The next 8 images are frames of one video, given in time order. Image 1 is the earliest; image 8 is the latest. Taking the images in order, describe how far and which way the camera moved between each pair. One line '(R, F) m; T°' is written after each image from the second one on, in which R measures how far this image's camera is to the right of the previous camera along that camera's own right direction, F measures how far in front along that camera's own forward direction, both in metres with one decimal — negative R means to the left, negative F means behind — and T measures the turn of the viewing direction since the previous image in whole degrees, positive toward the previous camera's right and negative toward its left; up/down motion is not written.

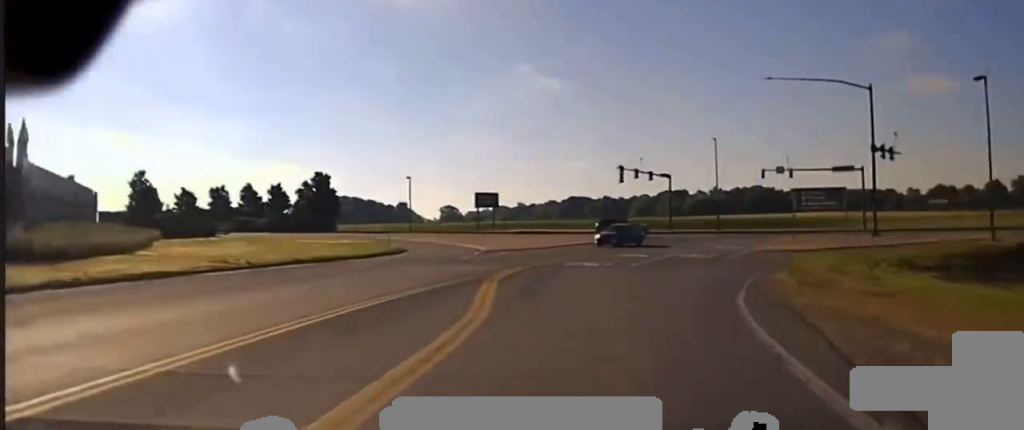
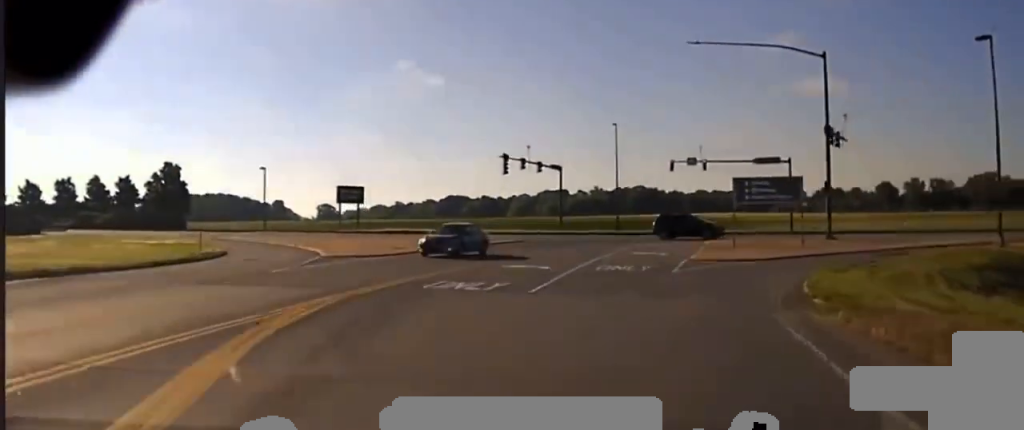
(+1.0, +15.5) m; +7°
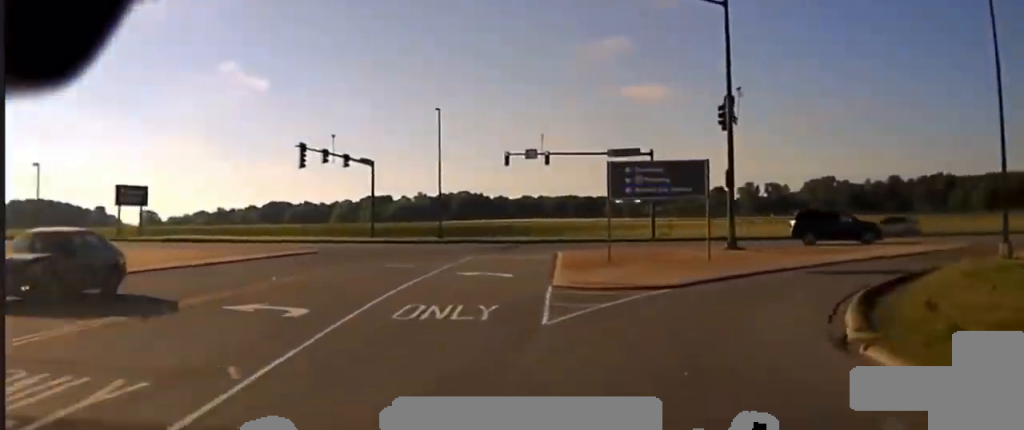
(+1.1, +15.4) m; +11°
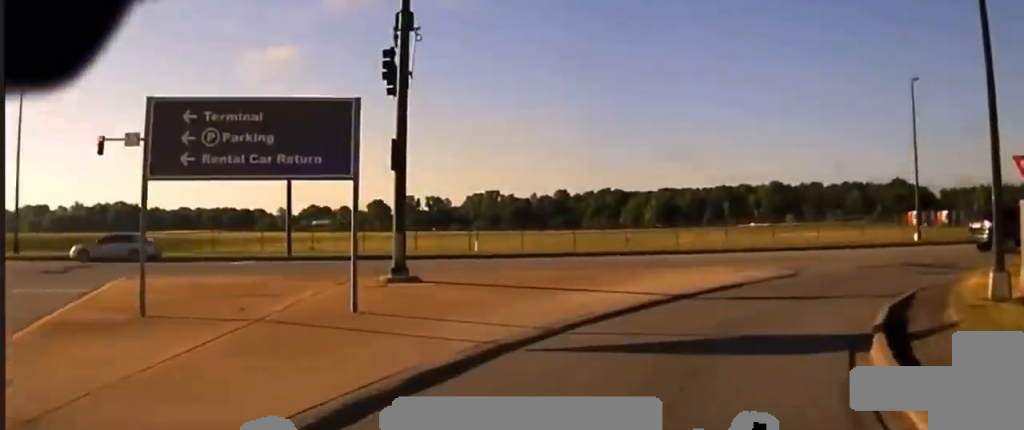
(+2.7, +15.3) m; +22°
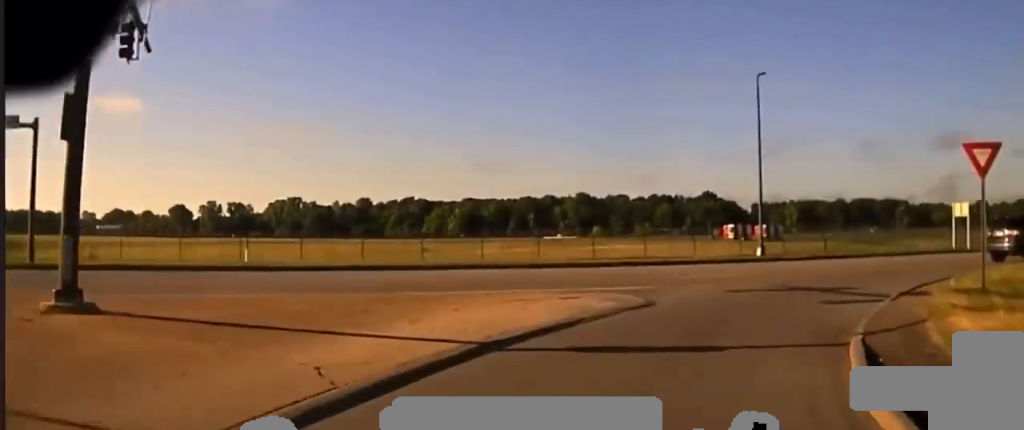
(+0.5, +6.5) m; +11°
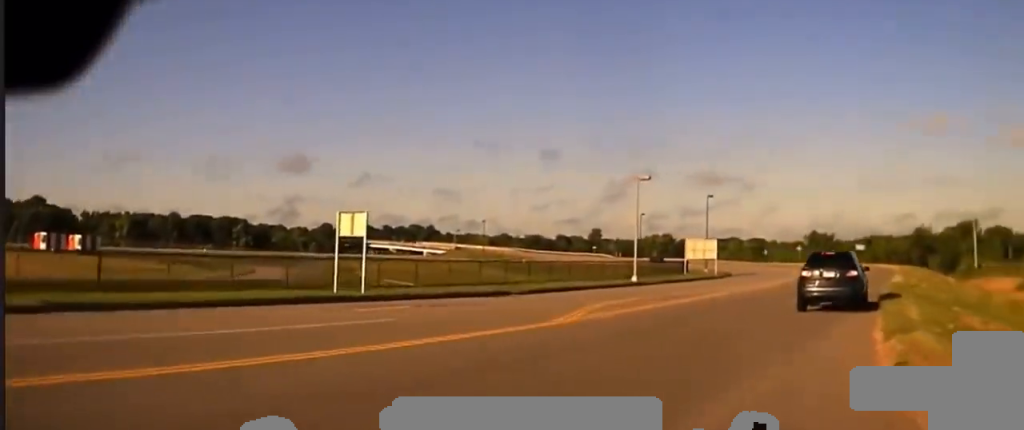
(+6.6, +21.0) m; +35°
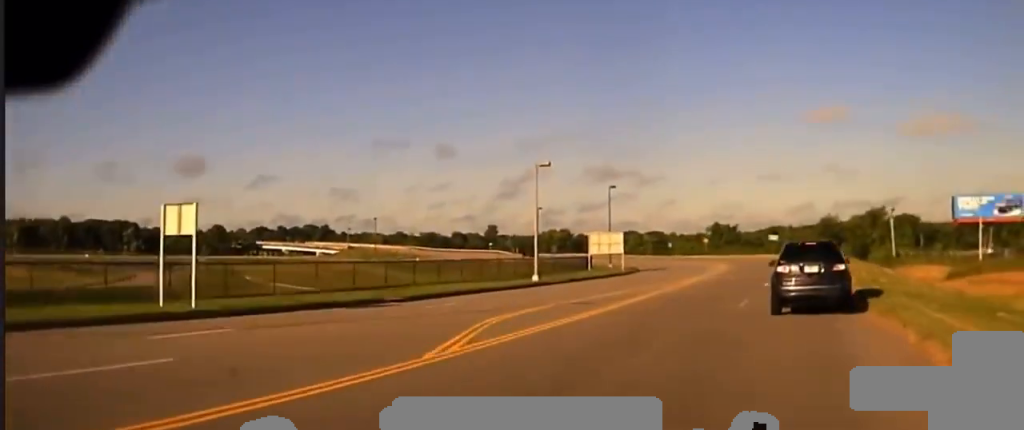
(+0.9, +6.6) m; +7°
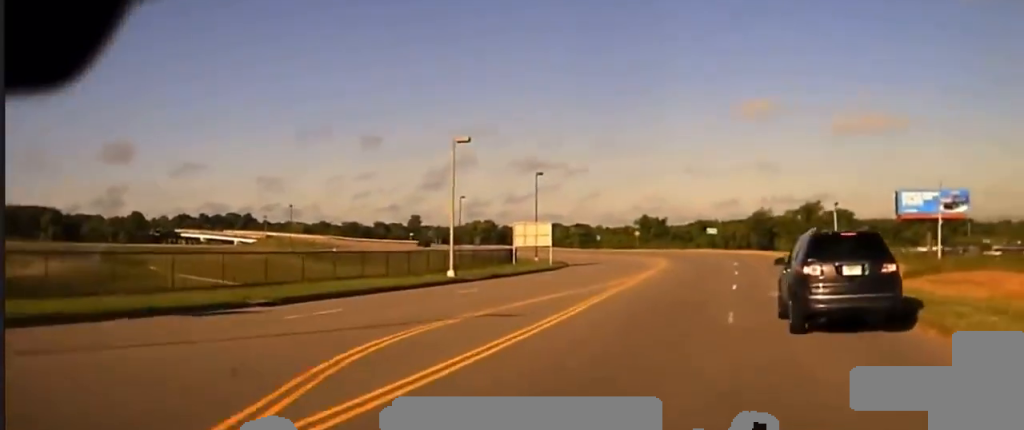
(+0.1, +6.7) m; +7°
